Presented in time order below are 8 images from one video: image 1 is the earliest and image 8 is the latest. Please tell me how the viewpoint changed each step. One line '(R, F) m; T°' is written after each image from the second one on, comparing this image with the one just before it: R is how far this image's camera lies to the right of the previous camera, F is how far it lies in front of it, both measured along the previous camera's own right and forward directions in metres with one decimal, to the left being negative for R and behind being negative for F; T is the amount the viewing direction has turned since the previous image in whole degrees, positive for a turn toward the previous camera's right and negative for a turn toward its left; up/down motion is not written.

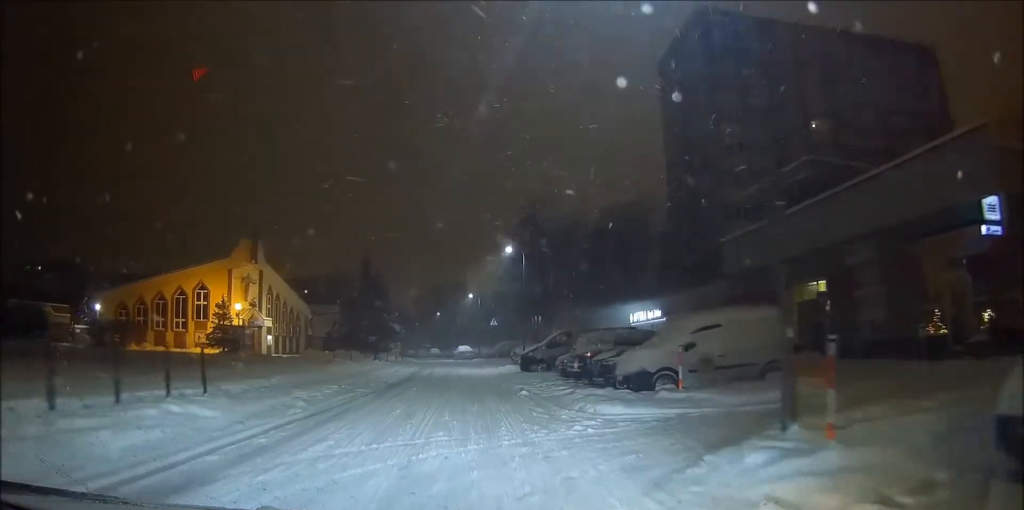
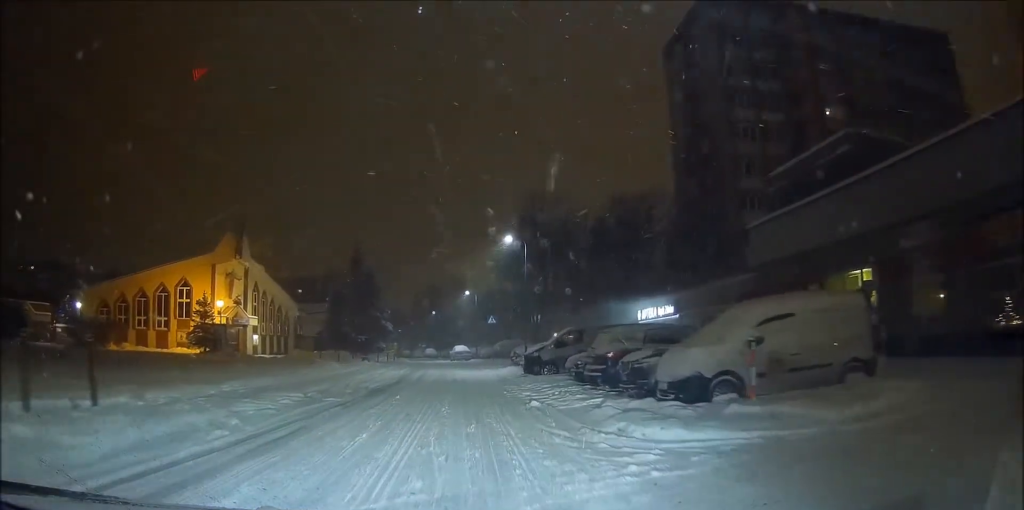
(+0.2, +3.8) m; 0°
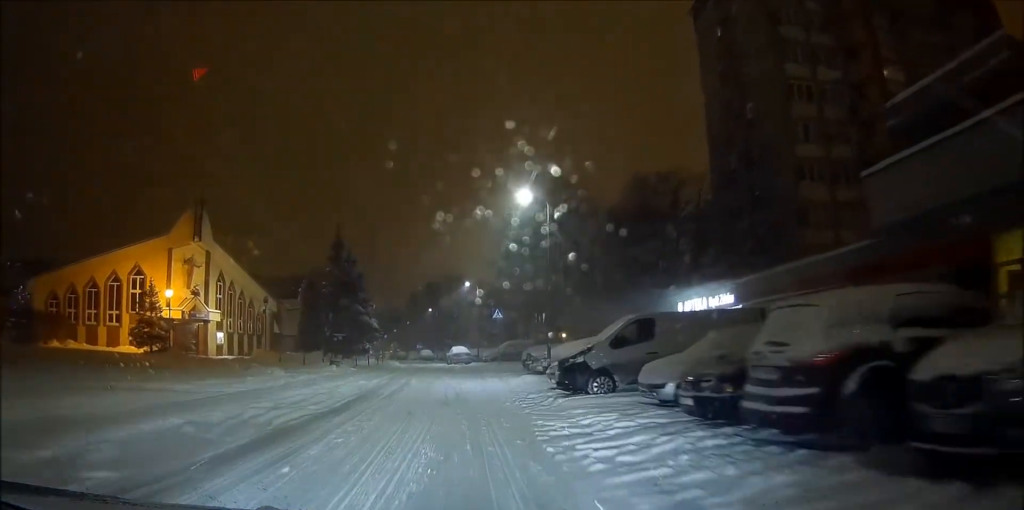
(-0.5, +10.8) m; -2°
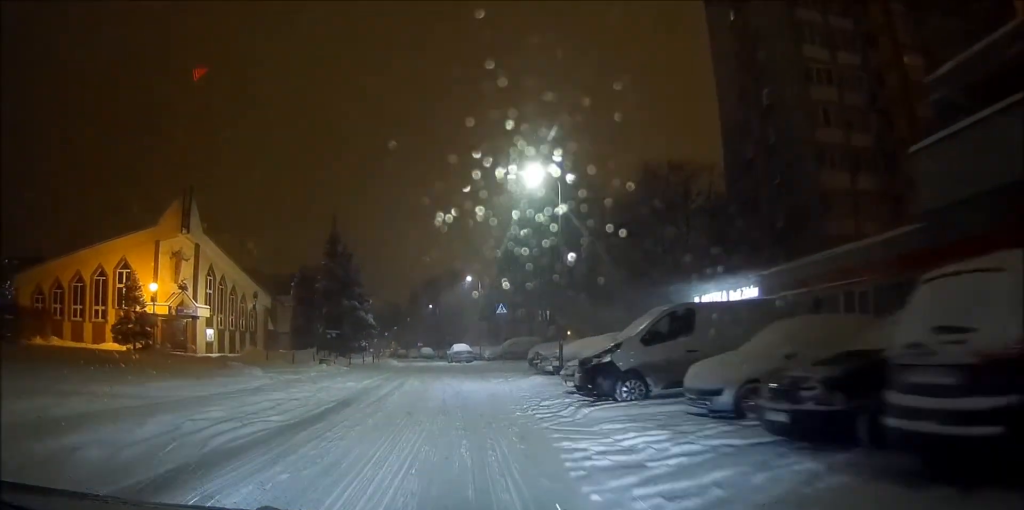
(0.0, +2.9) m; 0°
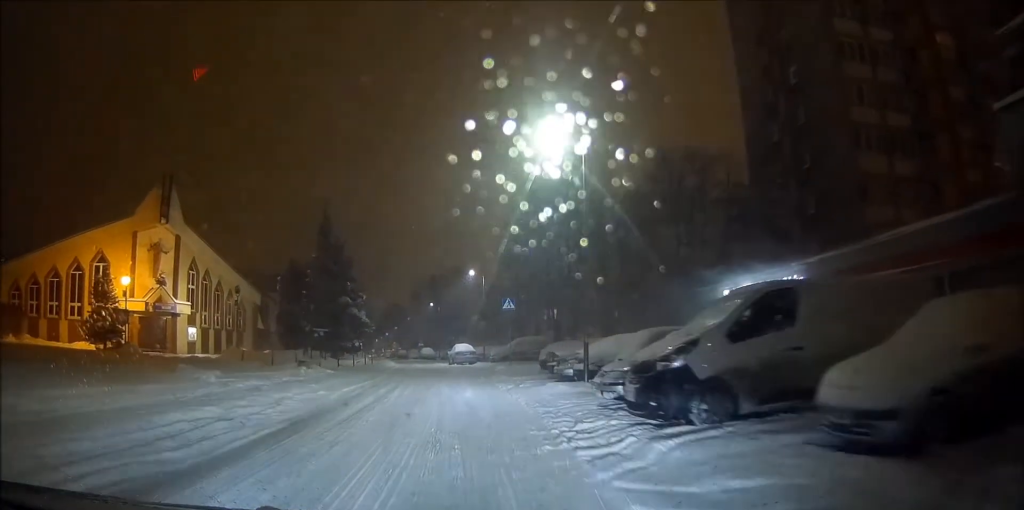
(0.0, +4.4) m; -1°
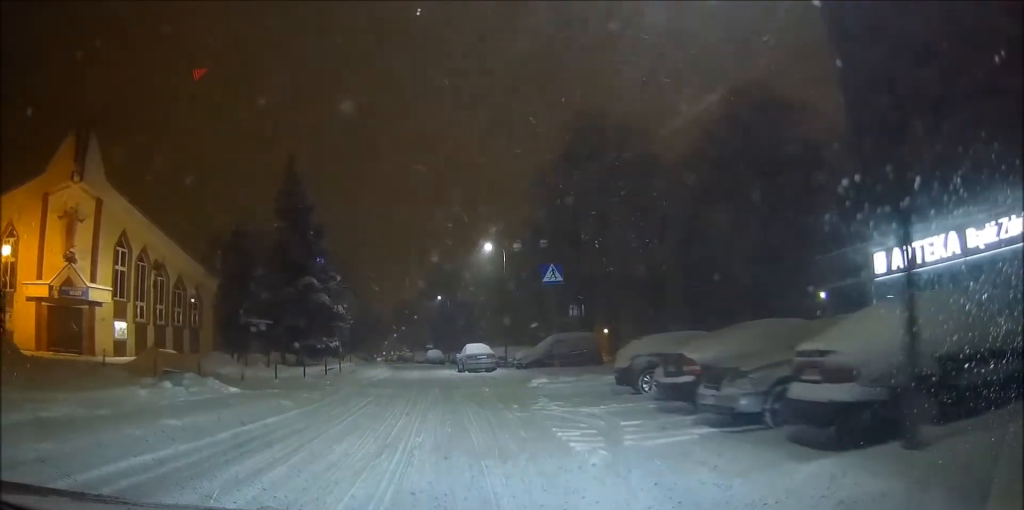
(-0.6, +13.3) m; -5°
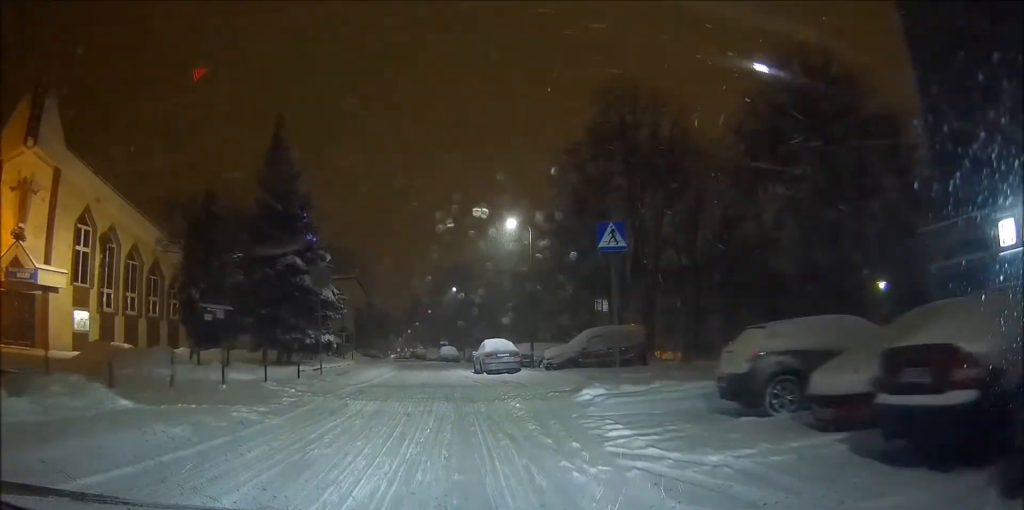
(0.0, +5.9) m; 0°
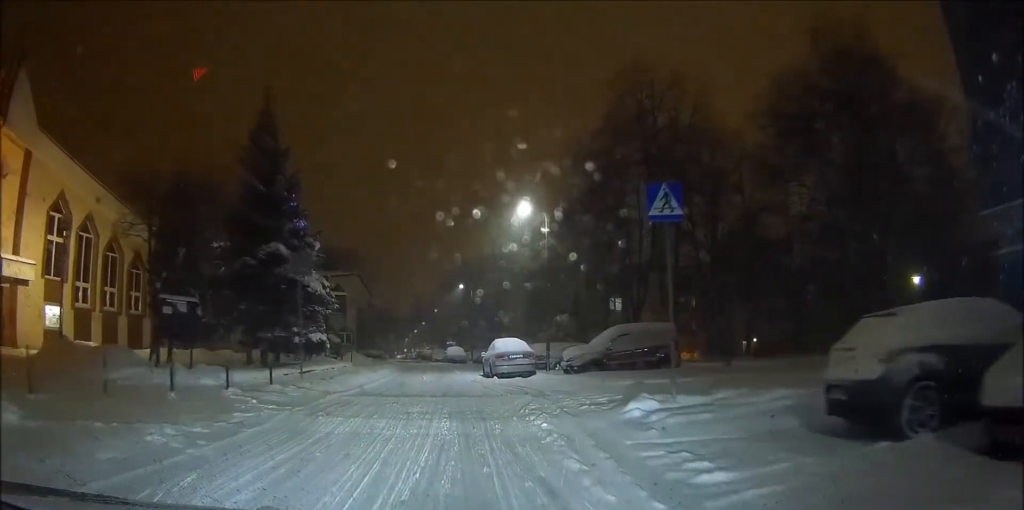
(0.0, +3.2) m; 0°
